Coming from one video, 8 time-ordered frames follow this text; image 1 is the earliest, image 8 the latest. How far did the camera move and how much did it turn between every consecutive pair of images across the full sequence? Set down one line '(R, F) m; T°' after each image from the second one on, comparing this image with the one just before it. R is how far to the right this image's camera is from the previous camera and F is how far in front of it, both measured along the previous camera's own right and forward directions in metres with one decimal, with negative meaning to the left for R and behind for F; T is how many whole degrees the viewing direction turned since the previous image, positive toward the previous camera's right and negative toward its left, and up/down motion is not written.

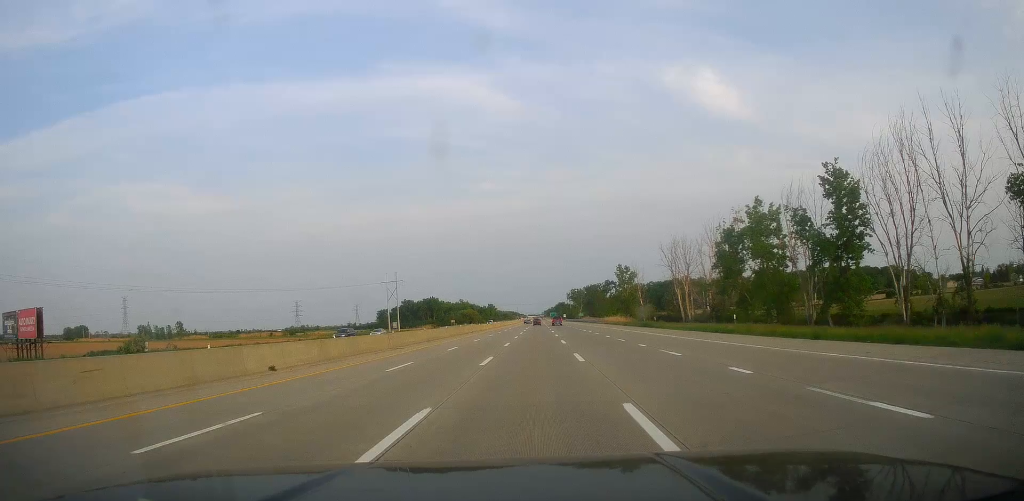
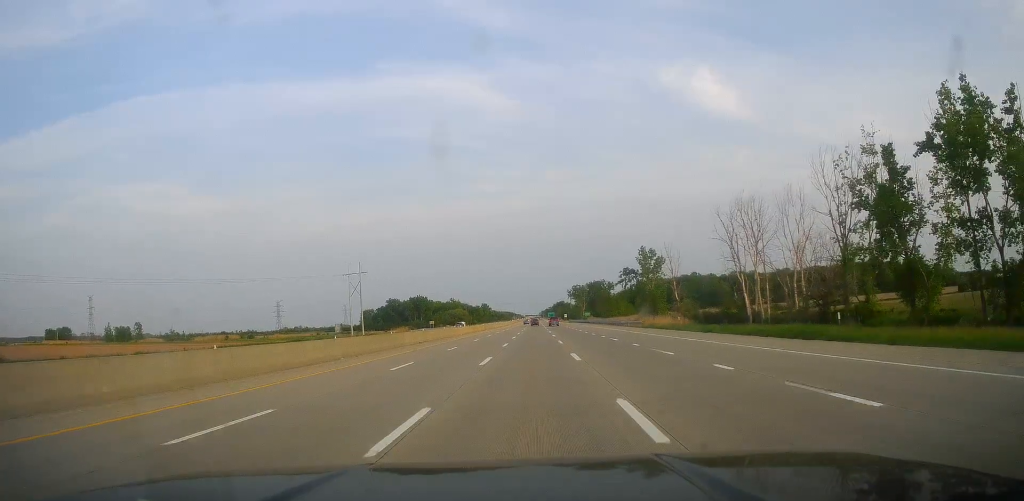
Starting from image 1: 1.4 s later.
(-0.3, +44.9) m; 0°
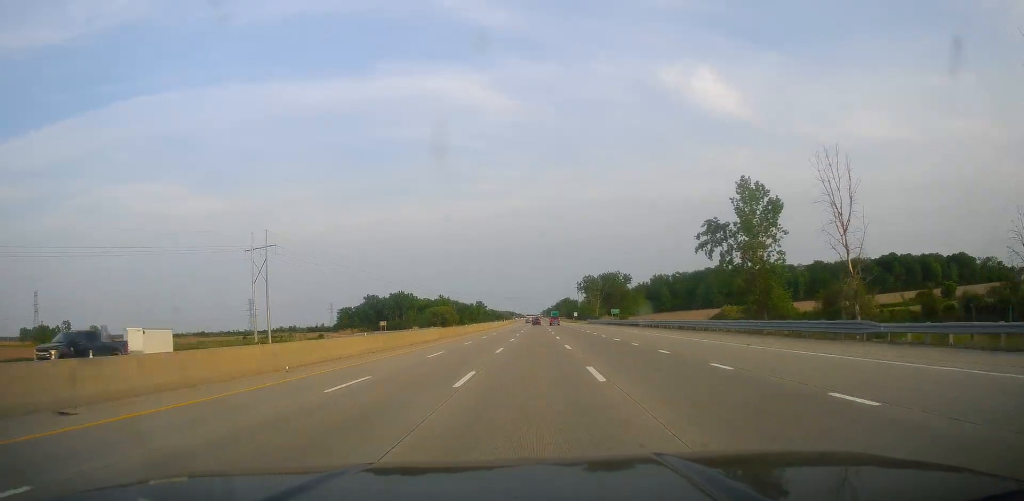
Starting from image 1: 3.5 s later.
(+1.2, +68.8) m; +1°
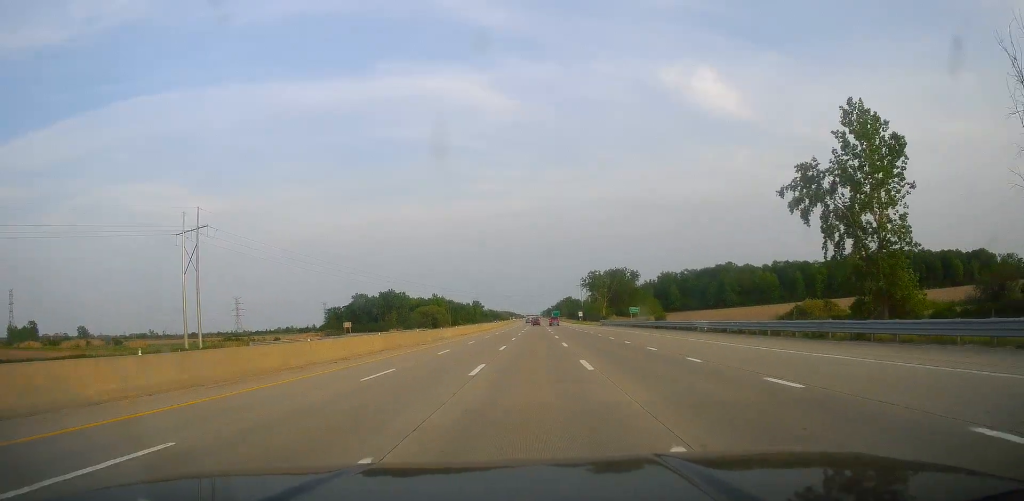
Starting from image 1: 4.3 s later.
(-0.3, +27.3) m; 0°
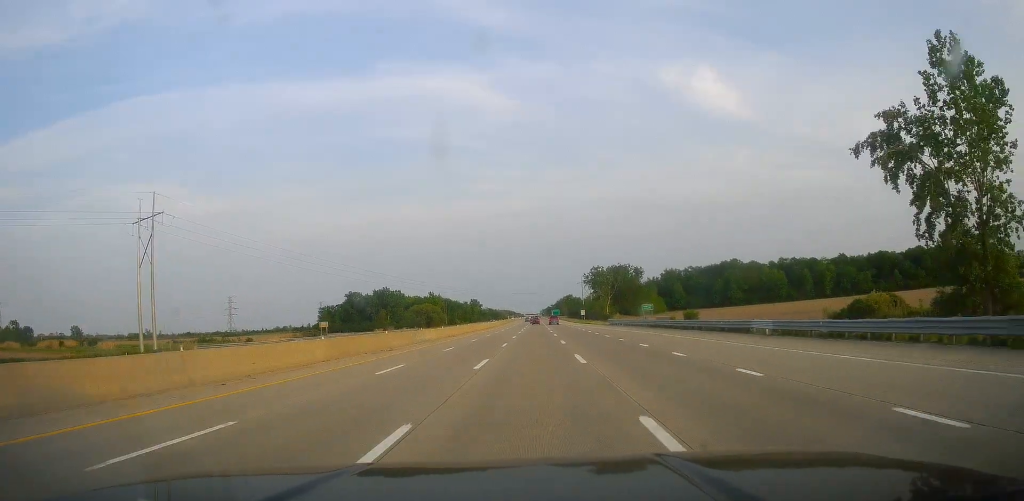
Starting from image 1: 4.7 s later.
(+0.2, +13.1) m; 0°
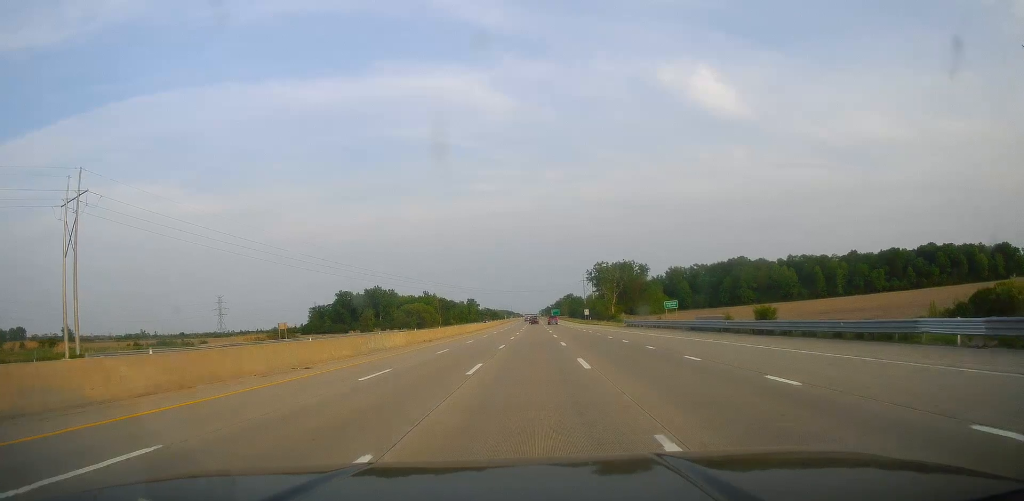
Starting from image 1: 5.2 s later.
(+0.4, +17.5) m; 0°
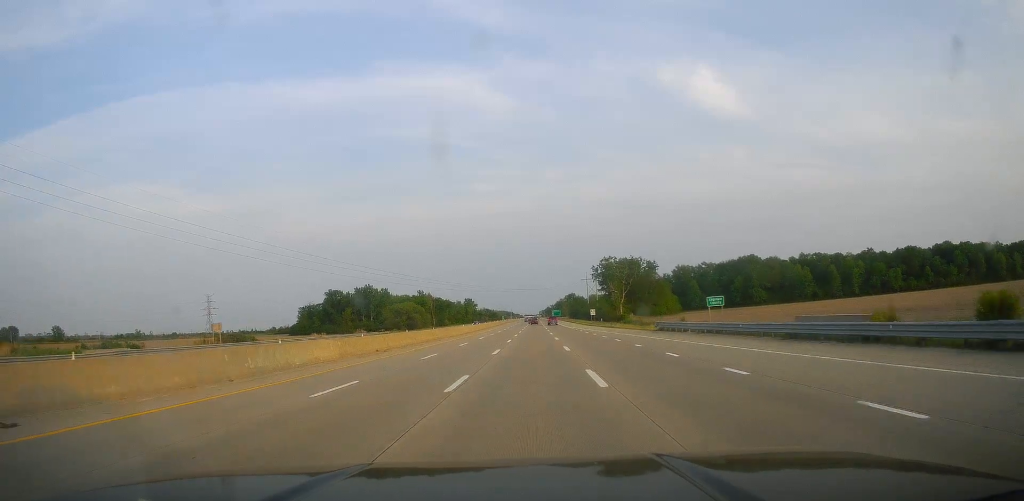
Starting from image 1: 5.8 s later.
(-0.4, +19.6) m; 0°
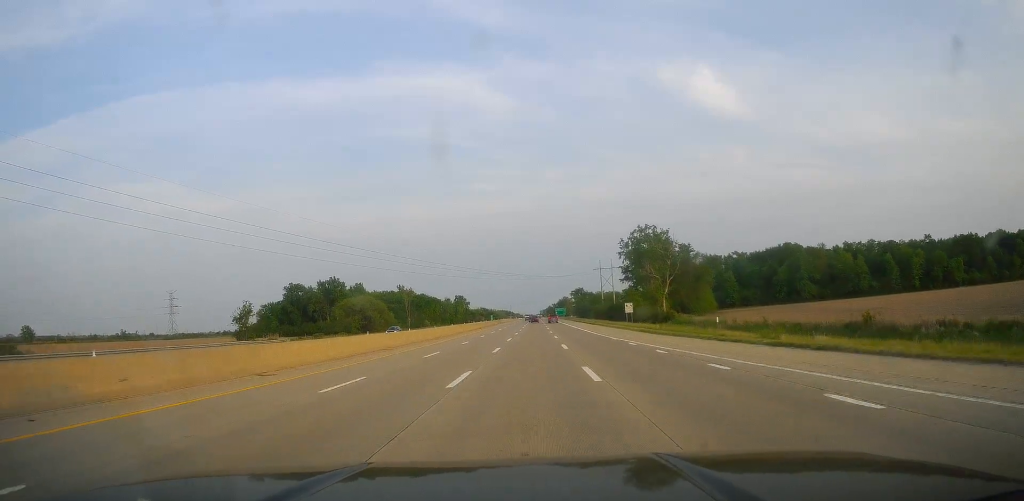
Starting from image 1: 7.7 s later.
(+0.5, +60.1) m; +1°
